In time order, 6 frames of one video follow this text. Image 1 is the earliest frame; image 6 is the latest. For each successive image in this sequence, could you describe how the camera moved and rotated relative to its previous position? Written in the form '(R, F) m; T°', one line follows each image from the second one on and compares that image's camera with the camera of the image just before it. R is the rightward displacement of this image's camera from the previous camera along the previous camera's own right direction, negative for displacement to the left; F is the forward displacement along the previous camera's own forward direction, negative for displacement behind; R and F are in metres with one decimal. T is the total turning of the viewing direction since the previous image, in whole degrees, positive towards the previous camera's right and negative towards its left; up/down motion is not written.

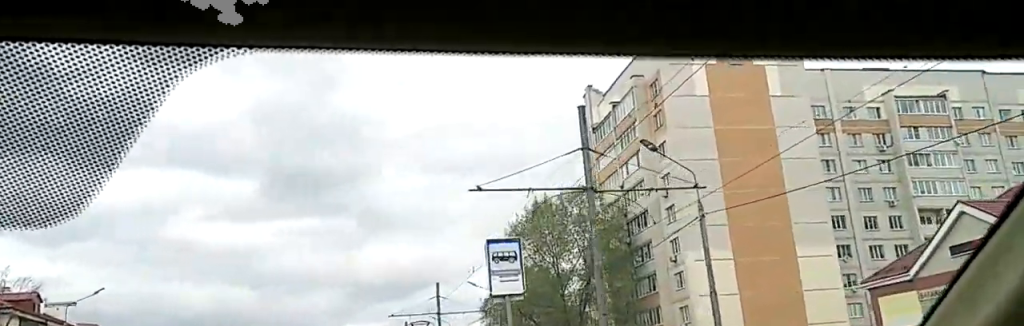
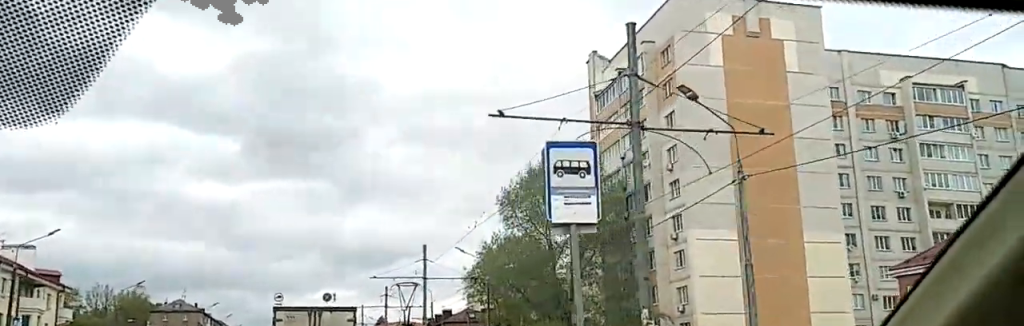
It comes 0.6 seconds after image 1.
(+0.1, +4.6) m; +1°
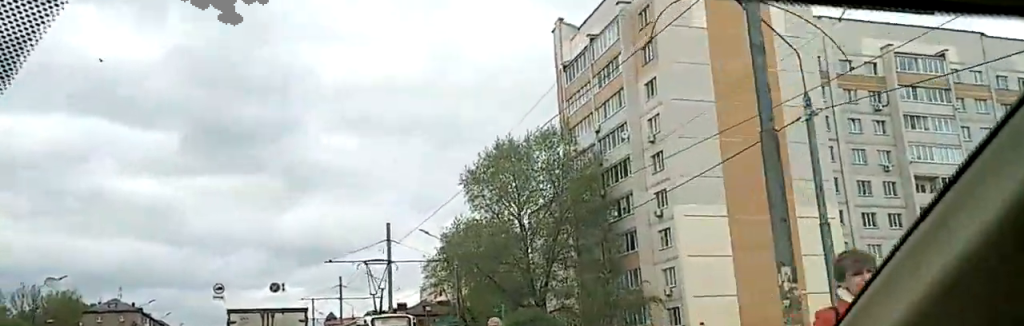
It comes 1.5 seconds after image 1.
(+0.2, +7.0) m; +1°
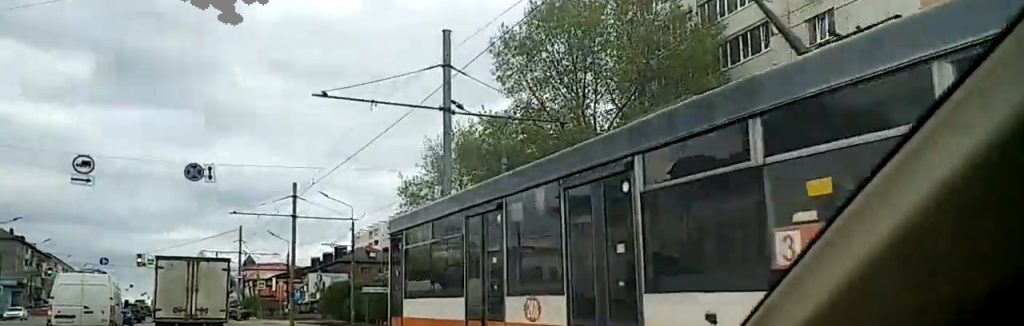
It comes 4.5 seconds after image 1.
(+0.2, +23.8) m; +2°
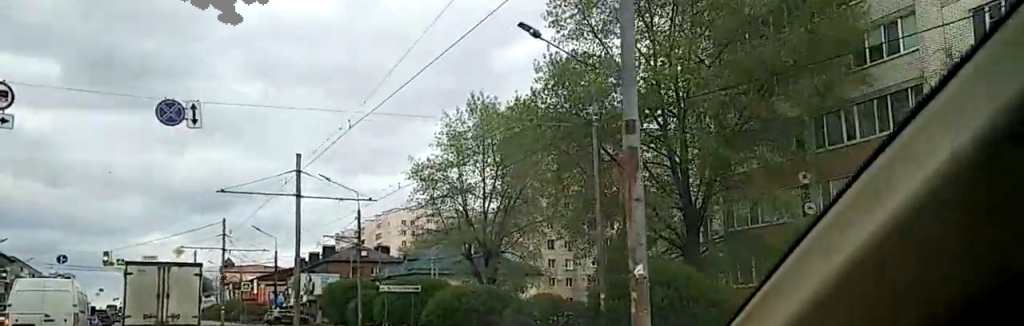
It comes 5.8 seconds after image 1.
(-0.2, +10.2) m; 0°
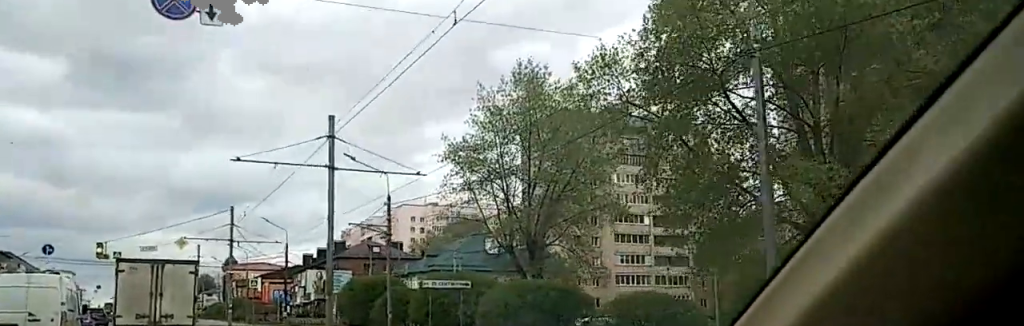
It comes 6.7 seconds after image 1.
(+0.1, +7.6) m; -1°
